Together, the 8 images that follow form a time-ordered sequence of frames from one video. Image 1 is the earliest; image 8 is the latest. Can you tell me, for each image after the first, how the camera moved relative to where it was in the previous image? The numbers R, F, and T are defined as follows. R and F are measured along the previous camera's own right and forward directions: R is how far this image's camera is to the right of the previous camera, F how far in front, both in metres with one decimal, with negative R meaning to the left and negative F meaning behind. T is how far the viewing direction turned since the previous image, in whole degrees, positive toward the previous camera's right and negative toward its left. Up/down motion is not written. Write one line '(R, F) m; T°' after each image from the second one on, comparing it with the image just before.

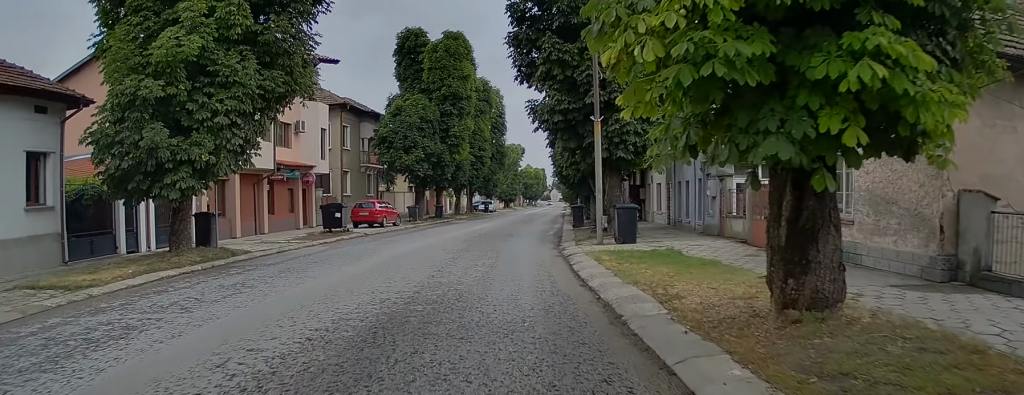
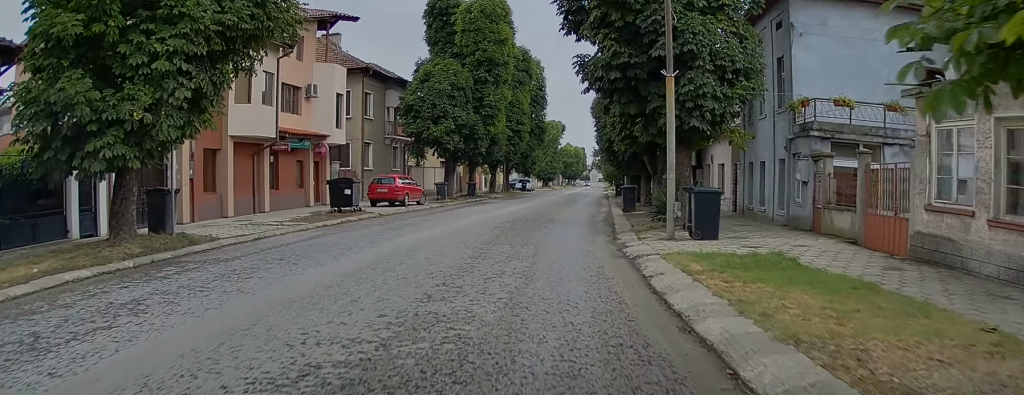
(0.0, +5.9) m; 0°
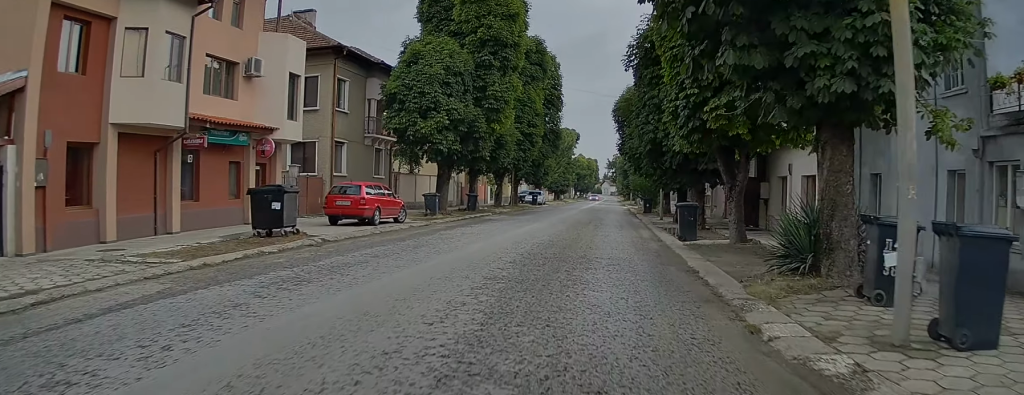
(0.0, +7.3) m; 0°
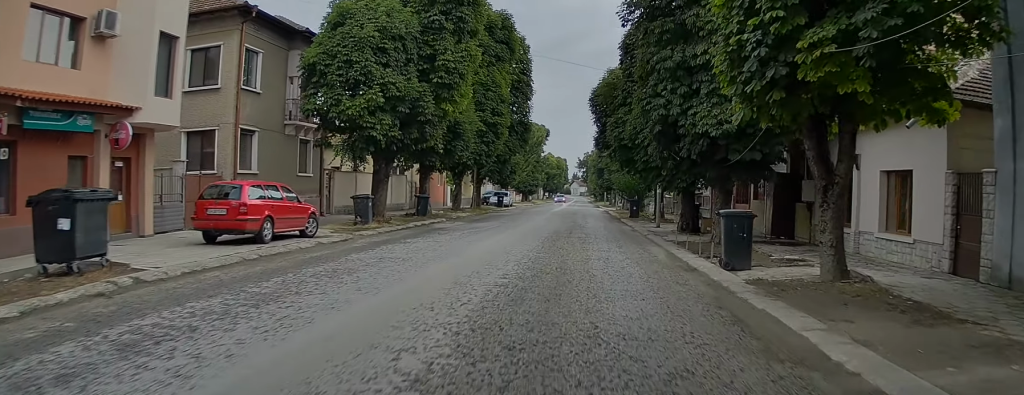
(0.0, +5.6) m; 0°
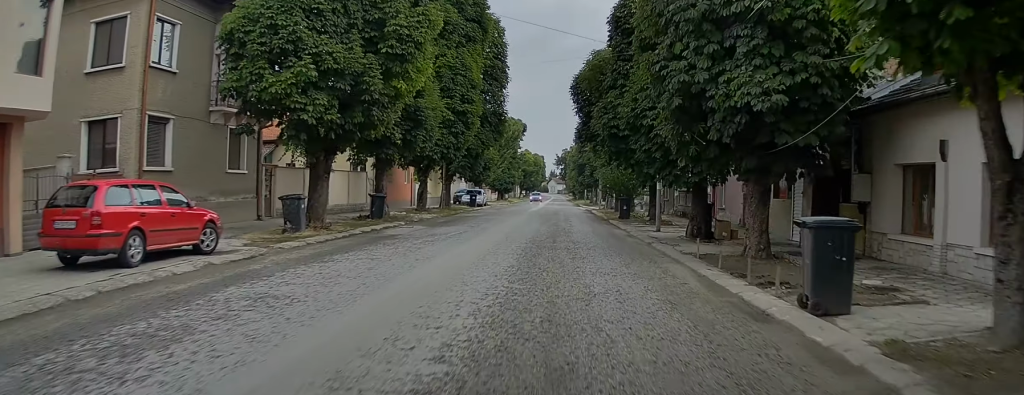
(0.0, +3.7) m; 0°
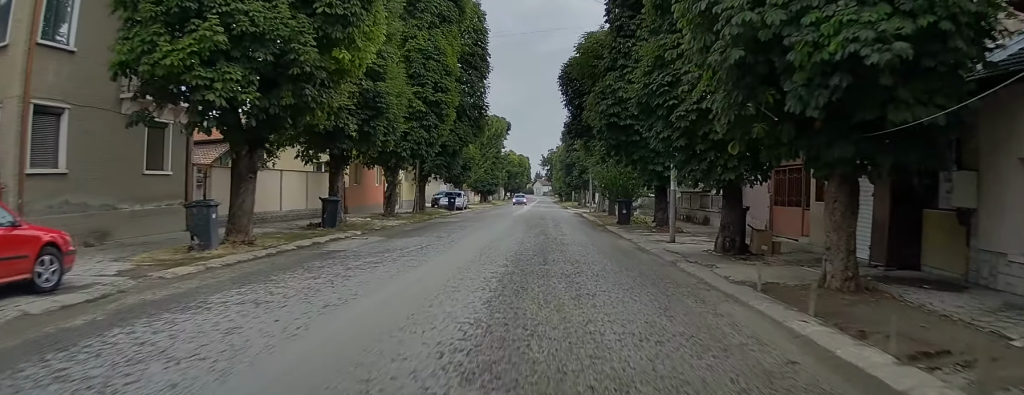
(0.0, +4.0) m; +2°
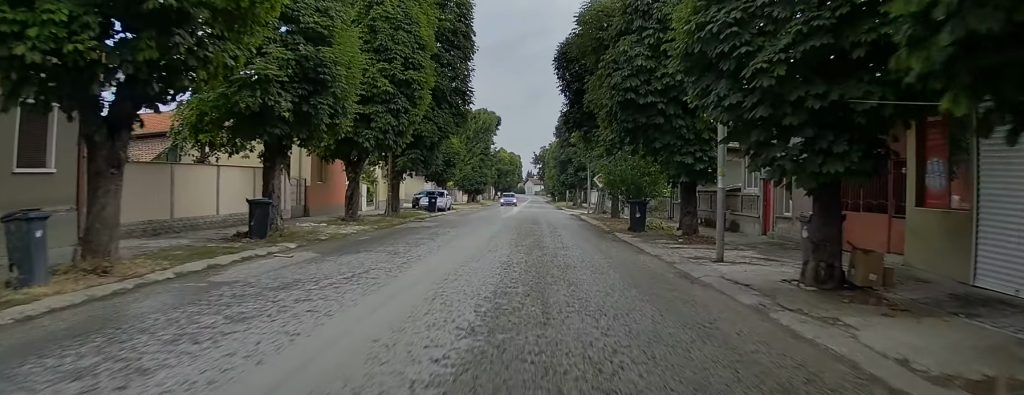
(0.0, +4.5) m; +1°
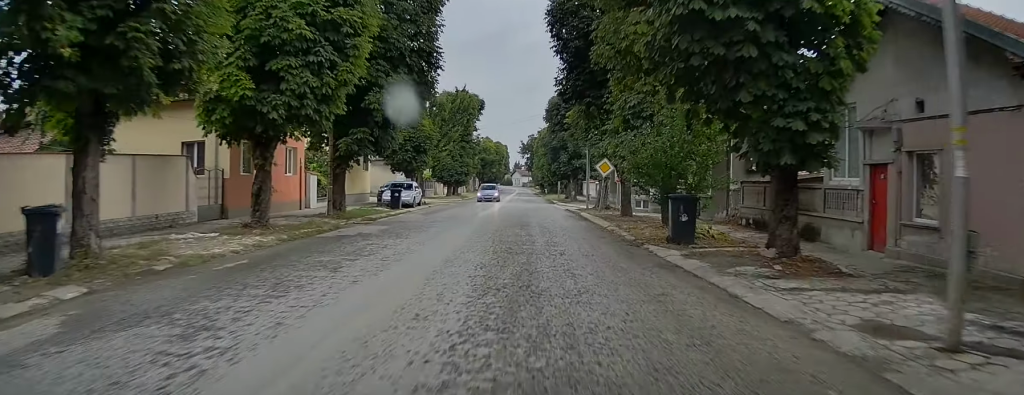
(+0.4, +6.8) m; -2°
